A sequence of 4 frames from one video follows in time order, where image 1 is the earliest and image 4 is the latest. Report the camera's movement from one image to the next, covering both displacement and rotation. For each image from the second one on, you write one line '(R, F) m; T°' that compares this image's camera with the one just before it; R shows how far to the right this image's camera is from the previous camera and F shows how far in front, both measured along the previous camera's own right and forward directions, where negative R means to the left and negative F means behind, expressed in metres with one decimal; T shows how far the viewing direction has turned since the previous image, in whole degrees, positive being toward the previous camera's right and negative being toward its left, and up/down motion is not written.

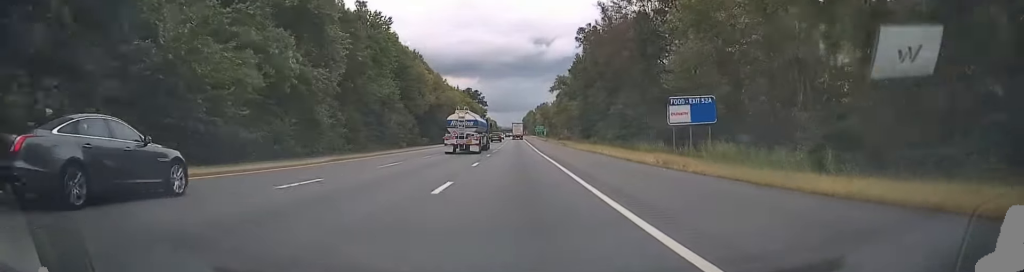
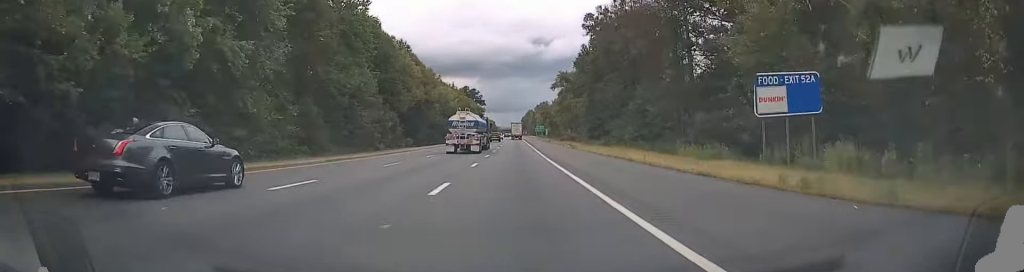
(-0.1, +12.3) m; 0°
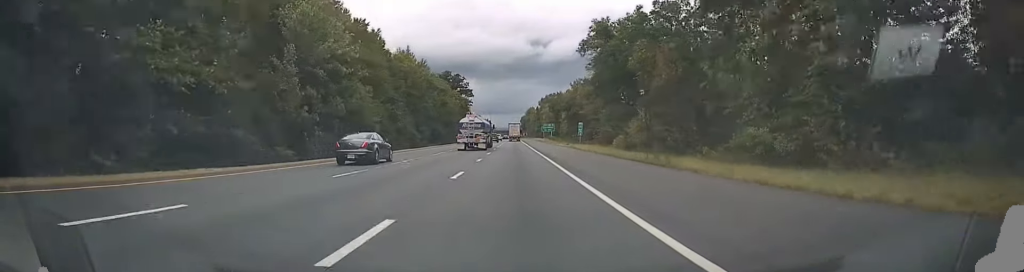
(+0.7, +79.0) m; 0°
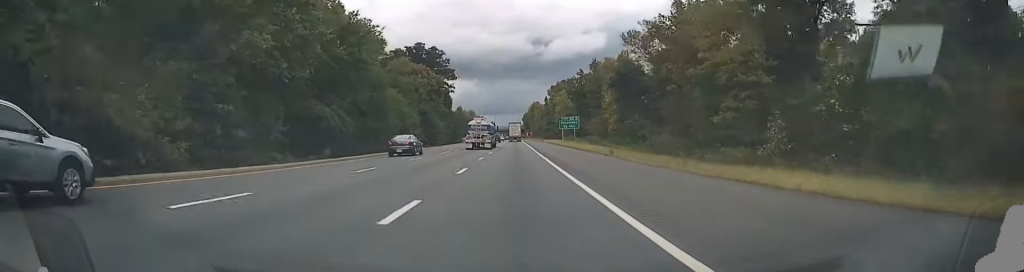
(-0.2, +69.7) m; 0°
